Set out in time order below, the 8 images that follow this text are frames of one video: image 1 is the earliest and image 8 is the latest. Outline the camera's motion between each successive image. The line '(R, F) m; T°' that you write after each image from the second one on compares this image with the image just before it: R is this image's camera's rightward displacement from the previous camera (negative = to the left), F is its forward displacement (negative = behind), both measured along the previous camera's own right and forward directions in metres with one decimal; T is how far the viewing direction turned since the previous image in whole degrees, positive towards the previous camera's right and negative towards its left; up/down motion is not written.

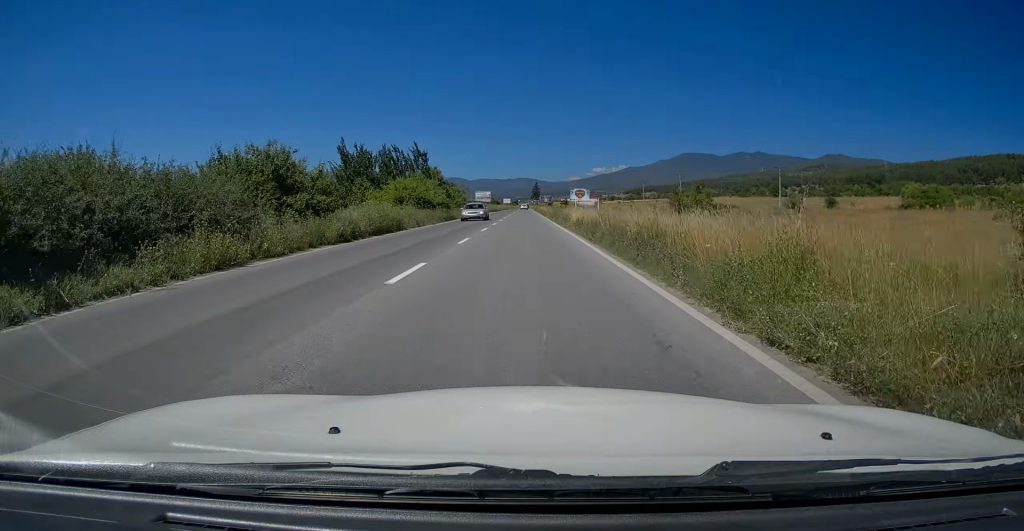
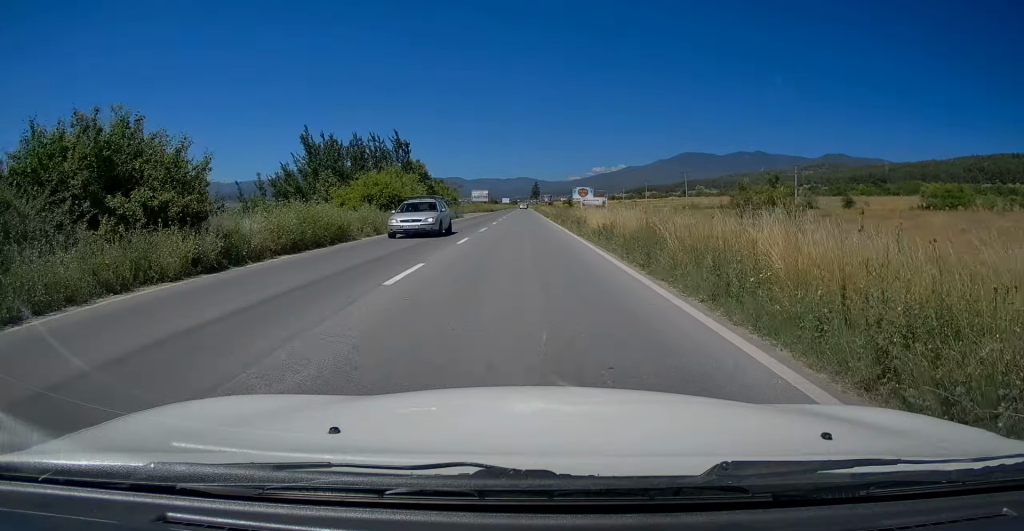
(0.0, +9.2) m; 0°
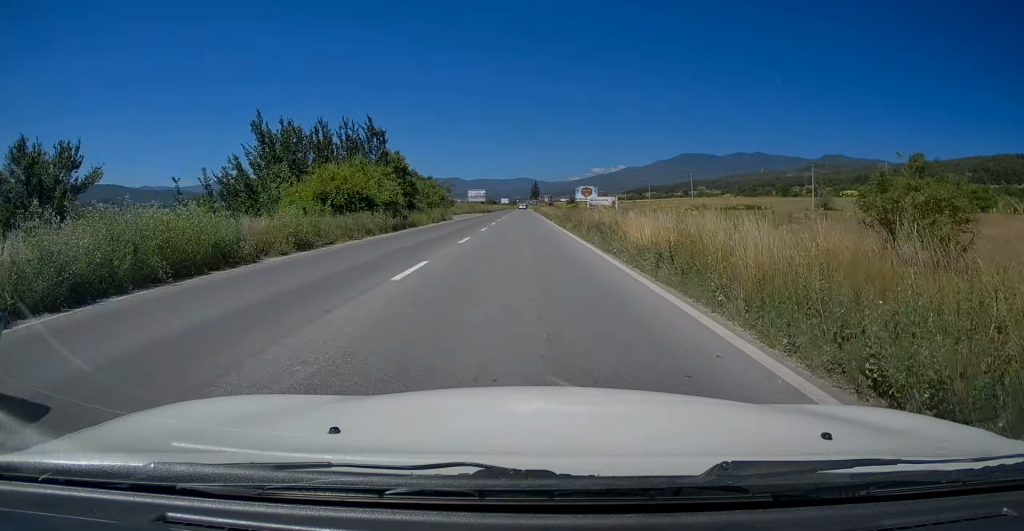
(-0.1, +8.5) m; -1°
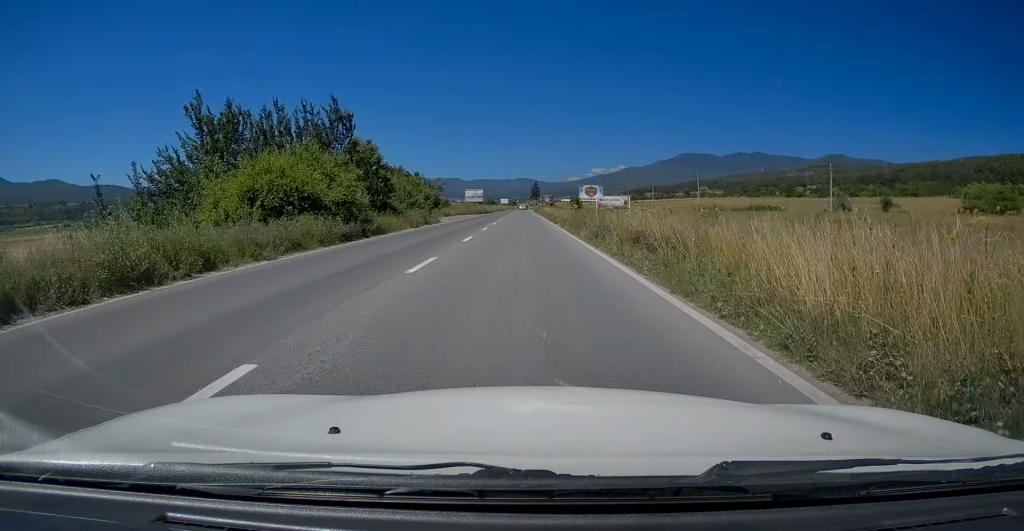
(-0.1, +7.9) m; 0°
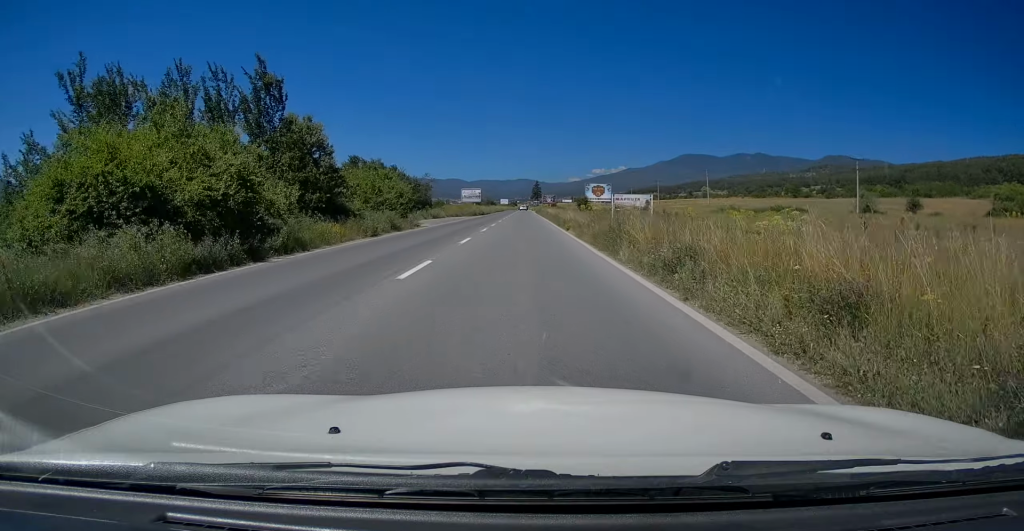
(0.0, +9.9) m; 0°
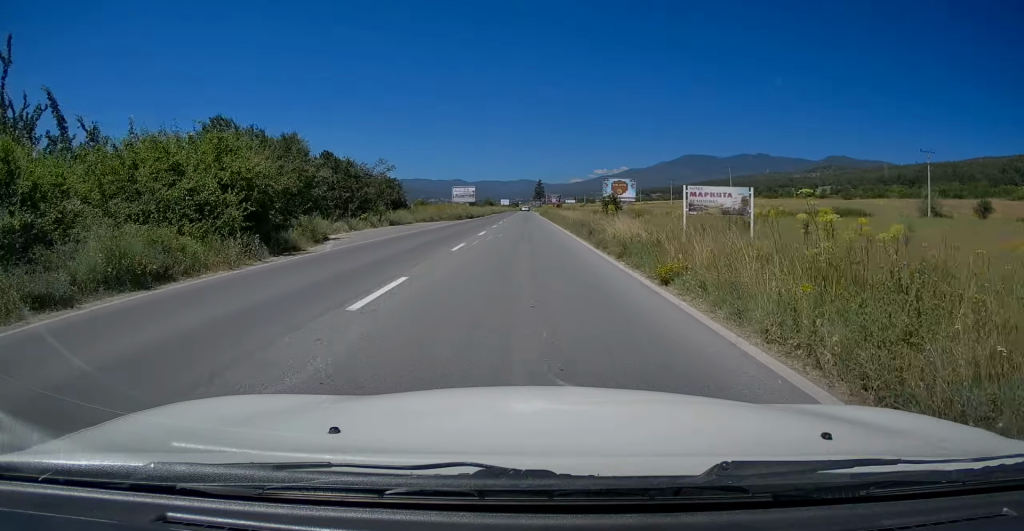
(0.0, +20.7) m; +1°
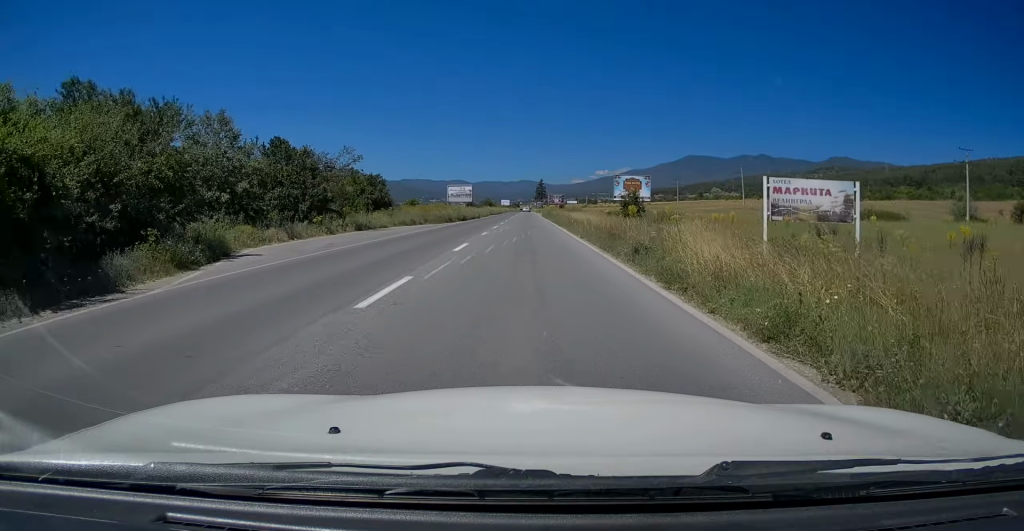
(0.0, +8.8) m; 0°
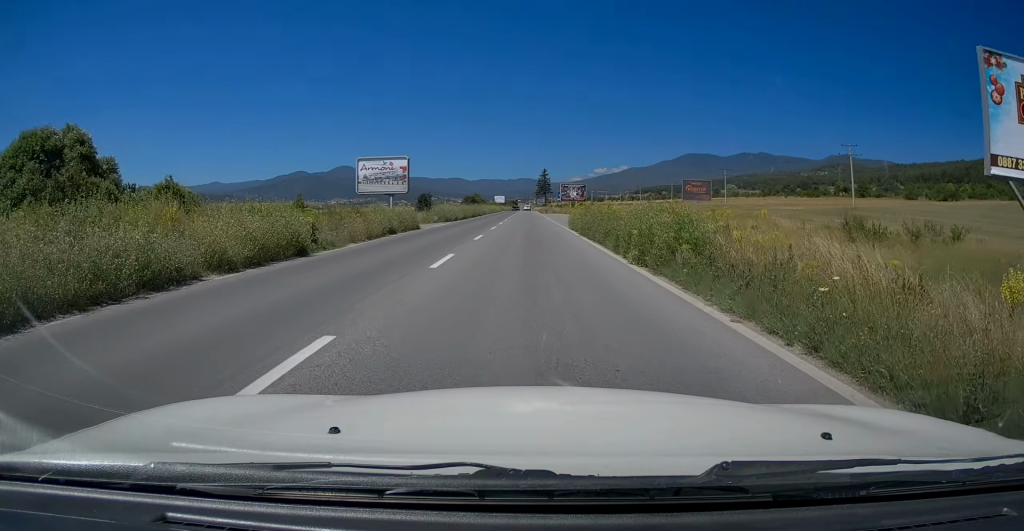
(+0.5, +58.9) m; 0°
